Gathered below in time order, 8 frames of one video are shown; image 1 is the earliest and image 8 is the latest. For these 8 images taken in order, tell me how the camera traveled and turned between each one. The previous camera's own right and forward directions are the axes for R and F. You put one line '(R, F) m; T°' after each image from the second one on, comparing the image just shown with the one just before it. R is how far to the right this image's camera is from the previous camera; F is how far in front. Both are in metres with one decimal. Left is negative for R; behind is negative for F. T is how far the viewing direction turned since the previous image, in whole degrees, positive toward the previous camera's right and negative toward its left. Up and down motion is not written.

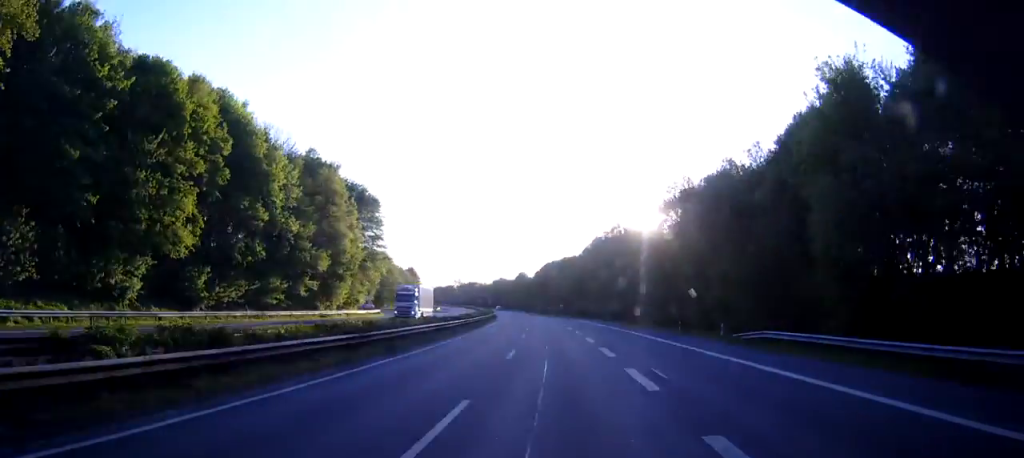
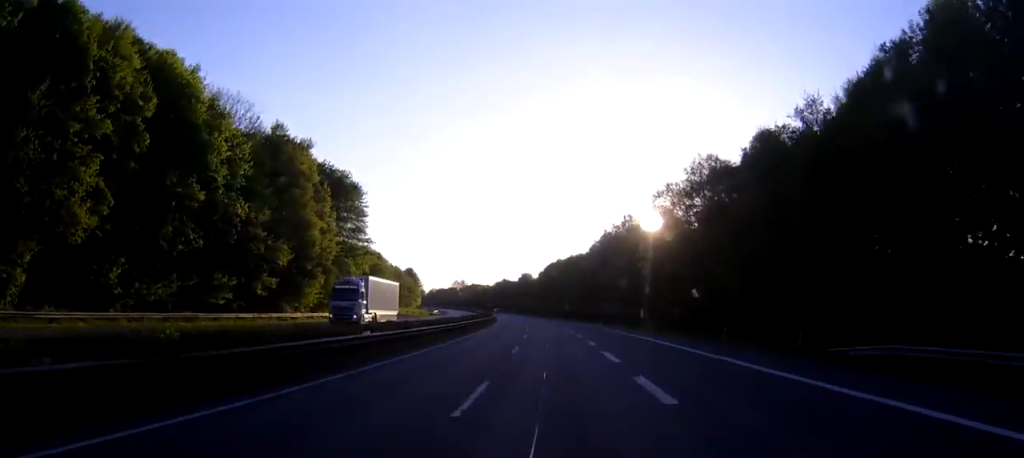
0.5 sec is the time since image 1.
(-0.2, +14.6) m; -1°
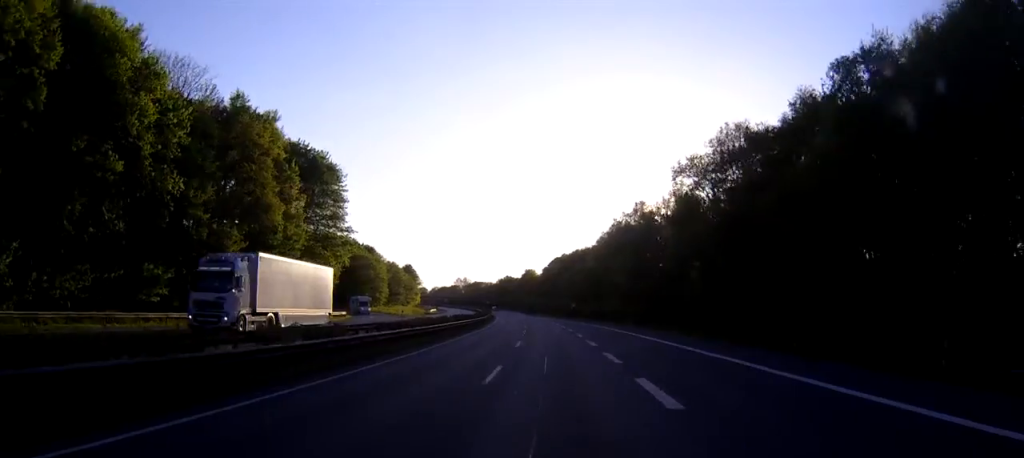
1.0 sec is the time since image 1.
(-0.1, +12.6) m; -1°
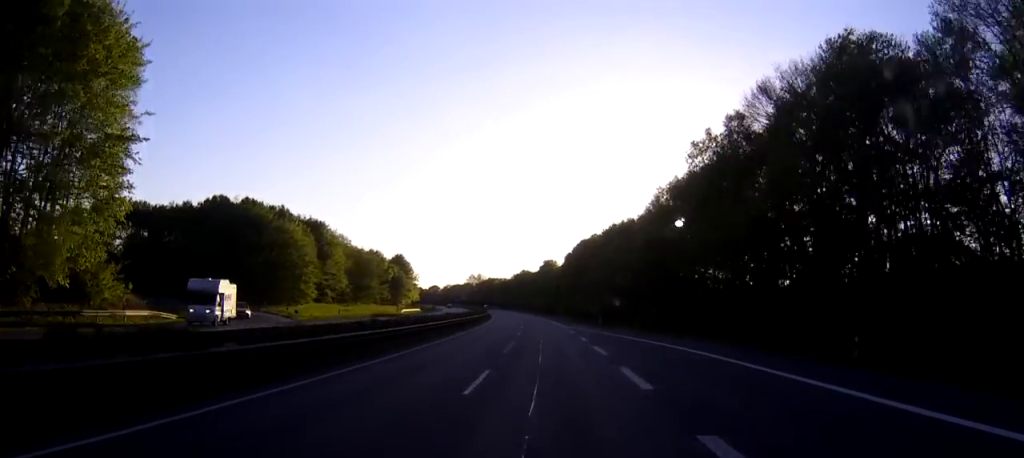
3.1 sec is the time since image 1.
(-0.9, +57.2) m; -1°
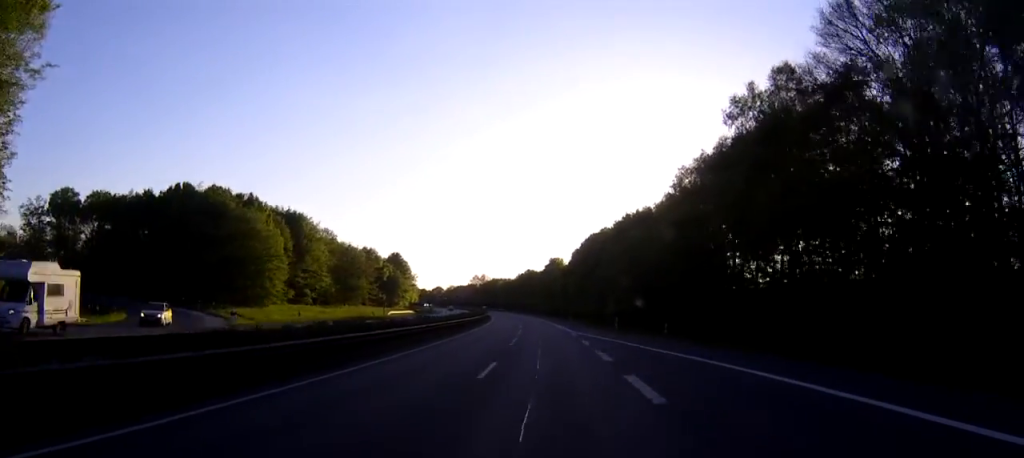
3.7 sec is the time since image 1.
(0.0, +14.2) m; 0°
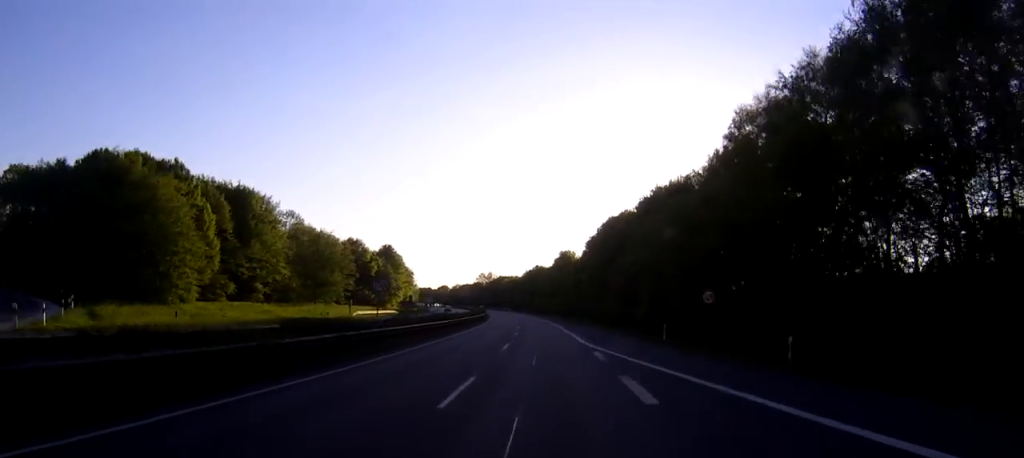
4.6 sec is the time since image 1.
(-0.1, +23.6) m; -1°
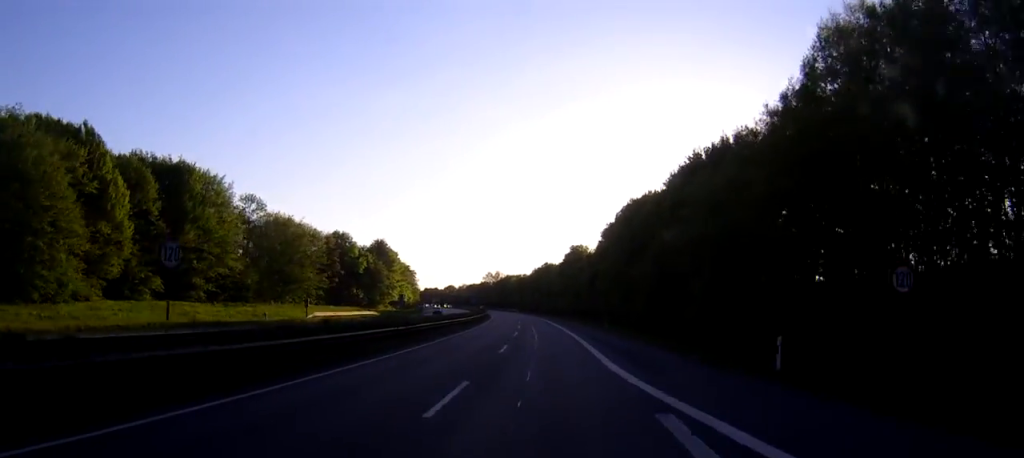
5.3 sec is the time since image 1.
(-0.2, +19.3) m; -1°
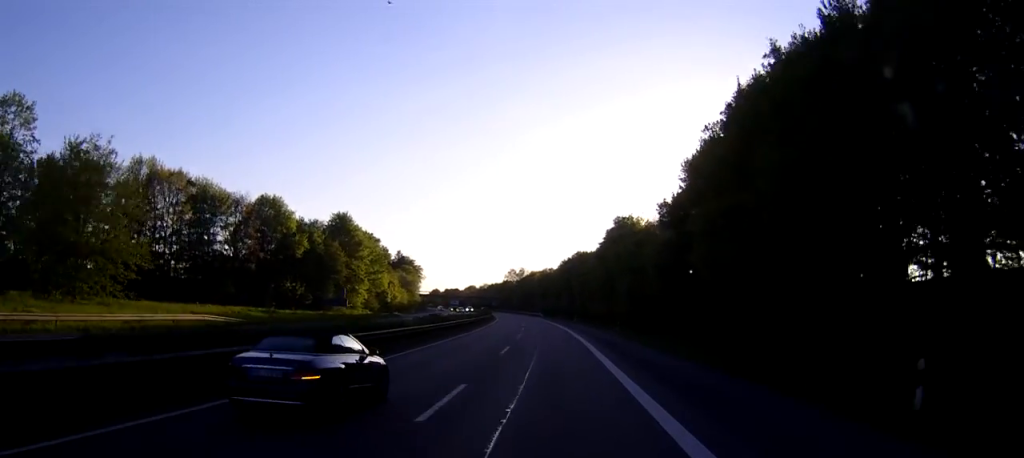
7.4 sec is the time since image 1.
(-1.1, +54.5) m; -3°
